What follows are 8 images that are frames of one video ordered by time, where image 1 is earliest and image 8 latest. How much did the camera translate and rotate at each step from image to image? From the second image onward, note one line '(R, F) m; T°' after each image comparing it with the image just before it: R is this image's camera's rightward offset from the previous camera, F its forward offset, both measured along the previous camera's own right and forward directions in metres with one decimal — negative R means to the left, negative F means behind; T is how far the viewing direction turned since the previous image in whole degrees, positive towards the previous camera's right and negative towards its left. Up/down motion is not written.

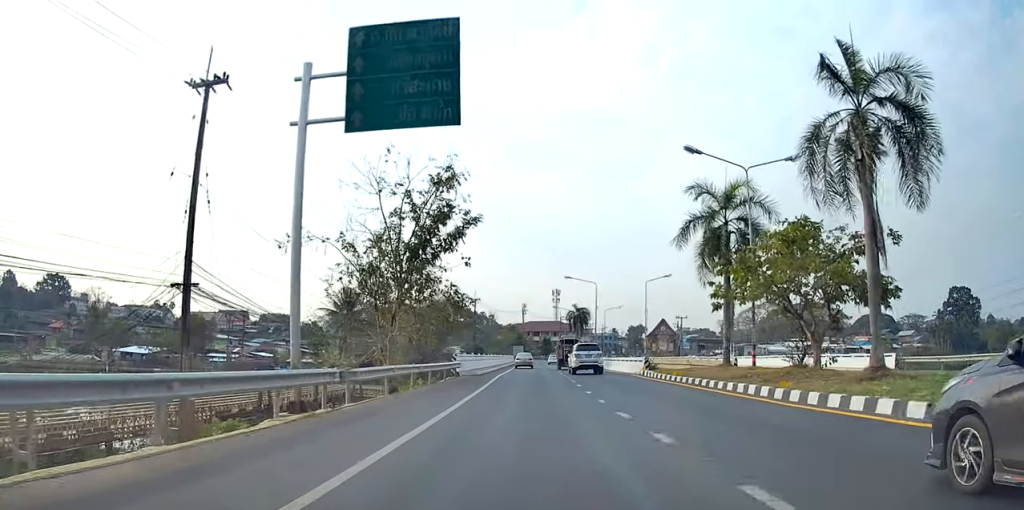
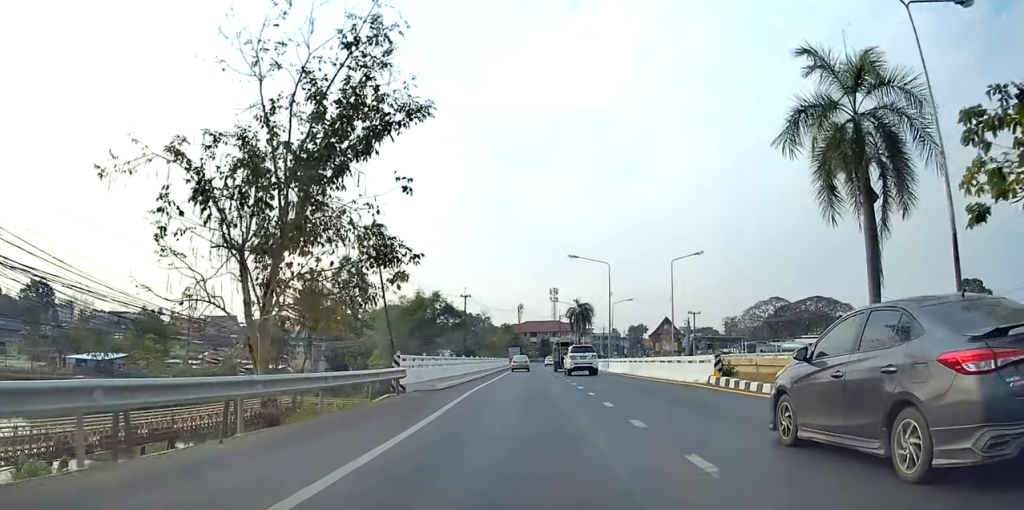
(+0.1, +15.0) m; +1°
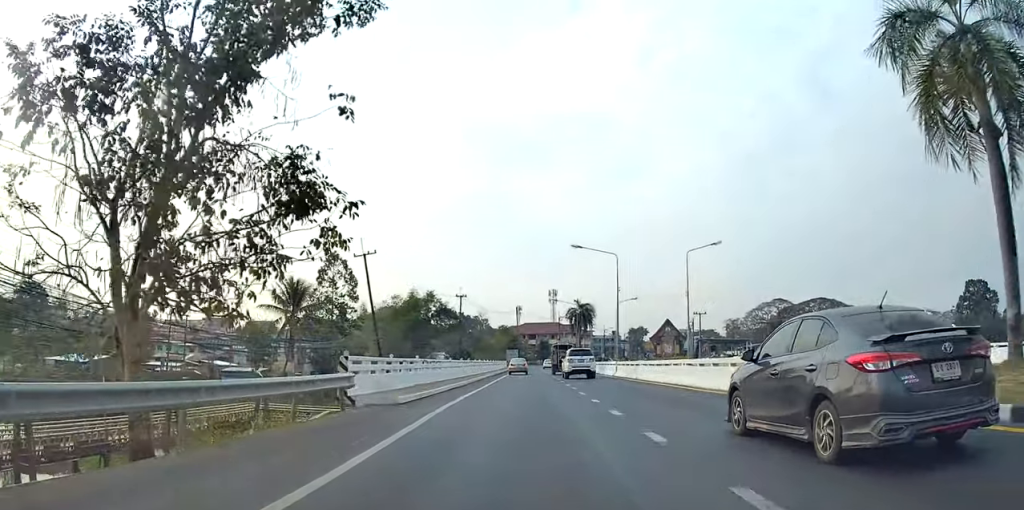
(+0.1, +6.2) m; +1°
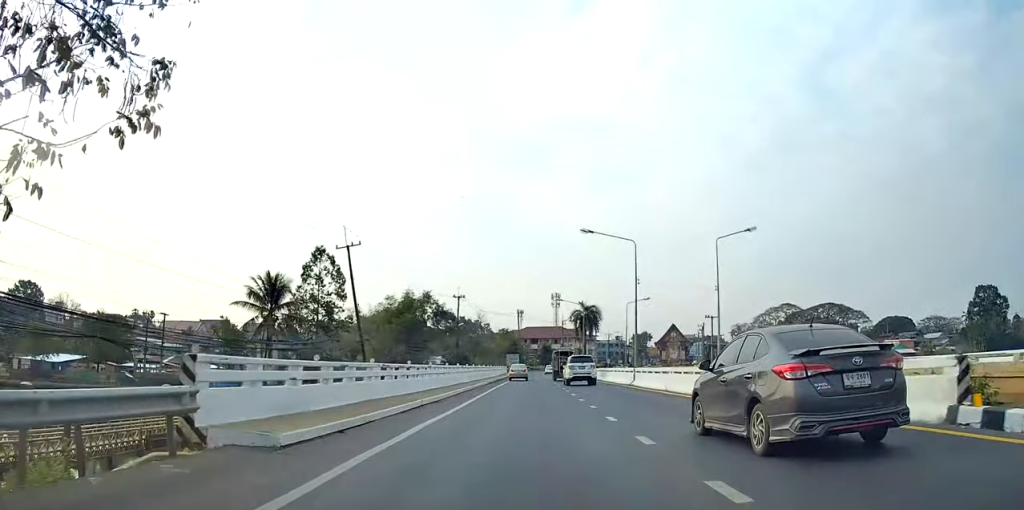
(0.0, +6.7) m; 0°
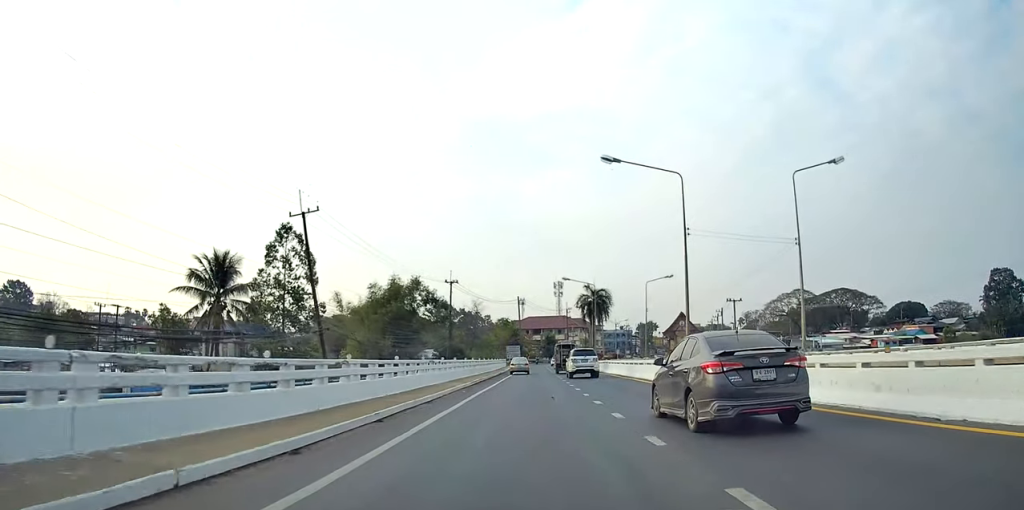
(0.0, +13.7) m; 0°
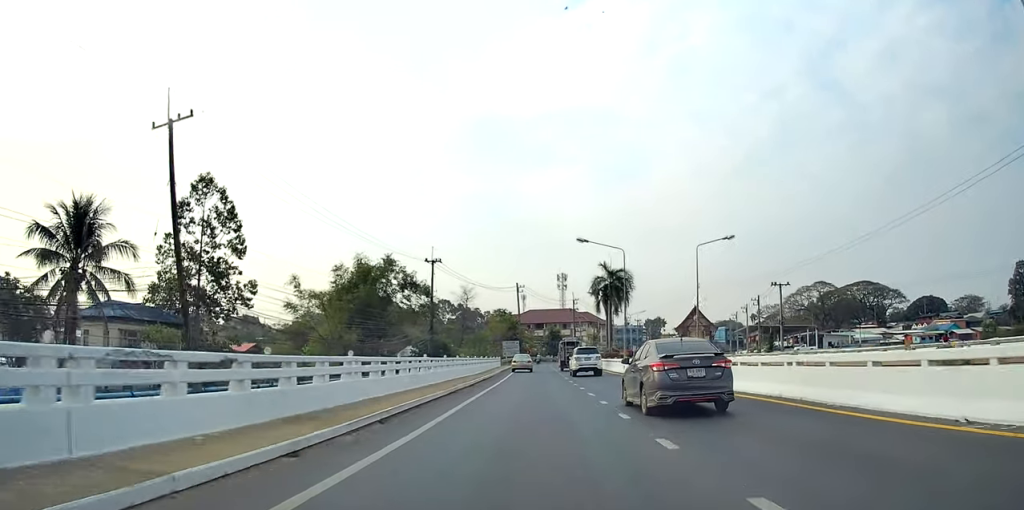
(-0.2, +21.3) m; 0°
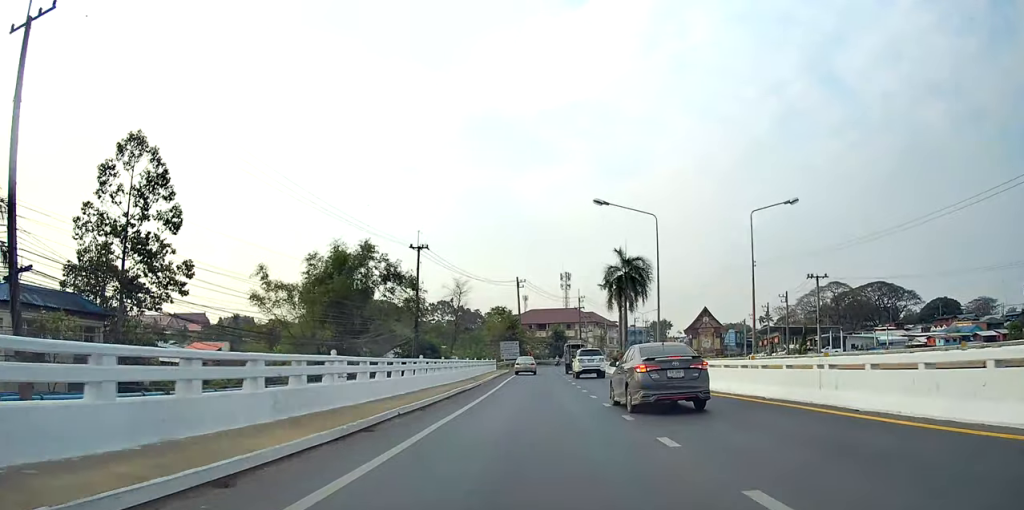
(-0.1, +11.3) m; +1°
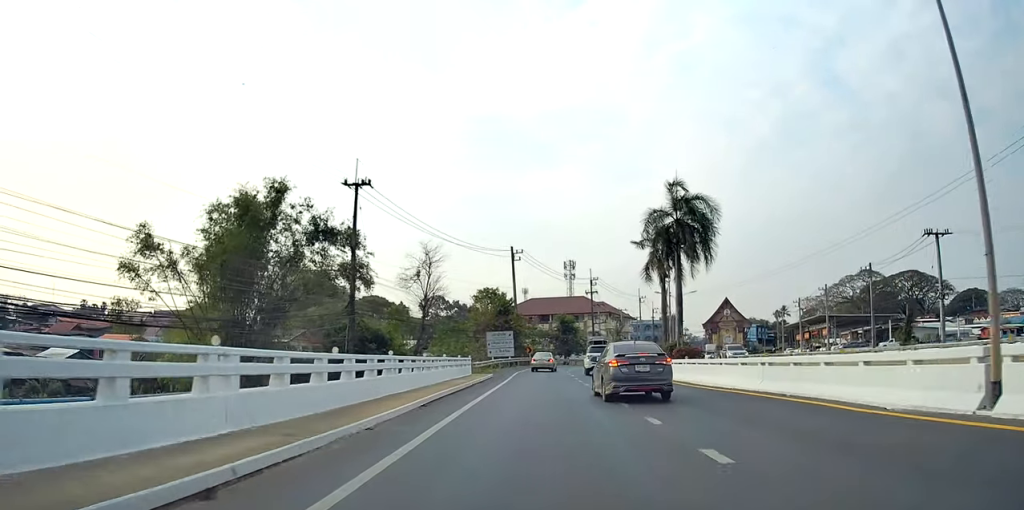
(-0.2, +26.2) m; -3°
